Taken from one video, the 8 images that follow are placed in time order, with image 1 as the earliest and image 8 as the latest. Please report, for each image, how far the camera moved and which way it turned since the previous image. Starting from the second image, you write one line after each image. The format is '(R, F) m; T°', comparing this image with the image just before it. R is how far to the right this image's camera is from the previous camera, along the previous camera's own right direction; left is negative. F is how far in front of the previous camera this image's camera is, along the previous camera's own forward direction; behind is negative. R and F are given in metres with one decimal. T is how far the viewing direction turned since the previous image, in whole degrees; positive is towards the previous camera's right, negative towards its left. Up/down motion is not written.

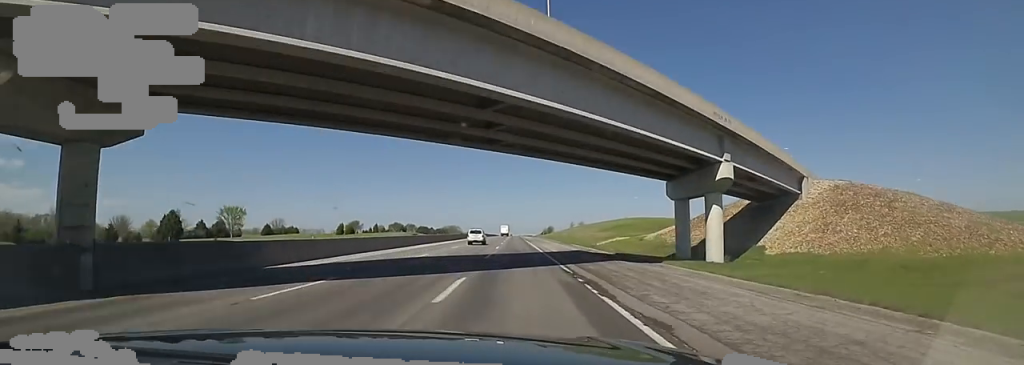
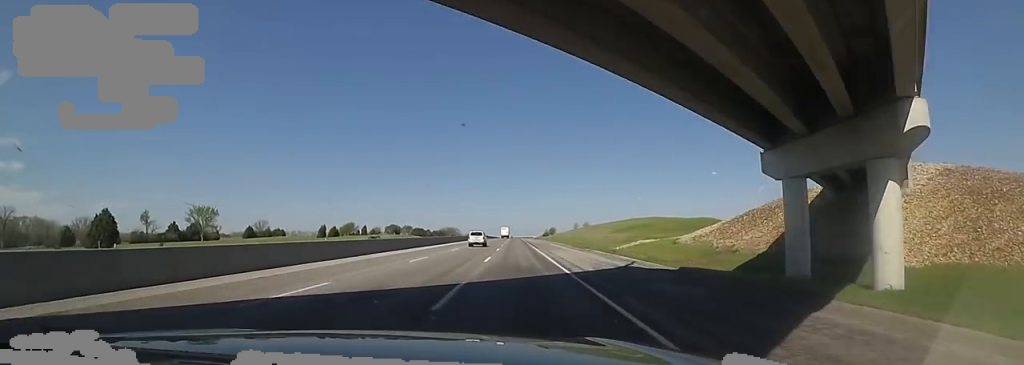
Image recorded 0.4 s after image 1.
(0.0, +15.8) m; 0°
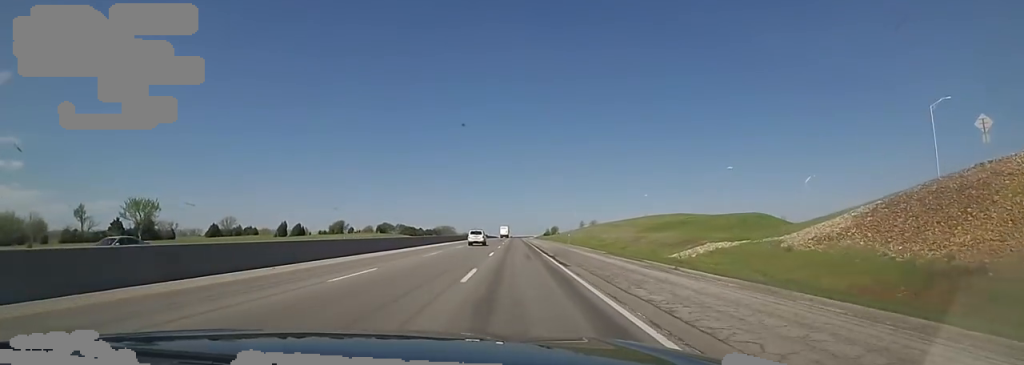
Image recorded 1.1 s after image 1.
(0.0, +25.5) m; 0°
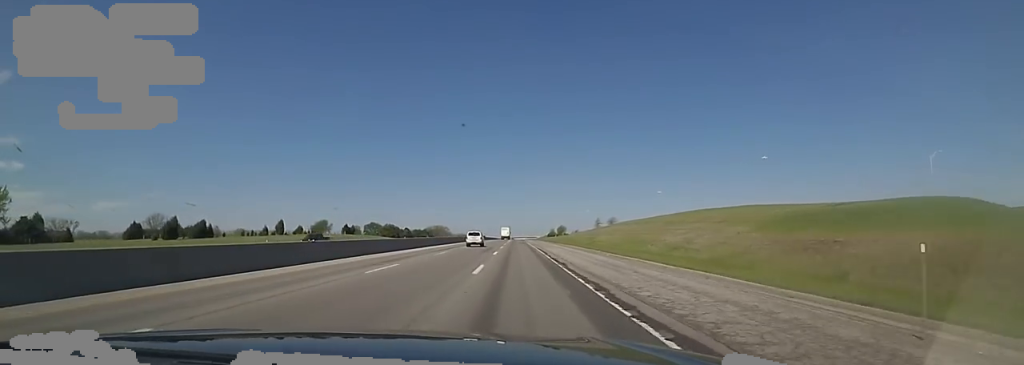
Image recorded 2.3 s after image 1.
(0.0, +42.8) m; +1°
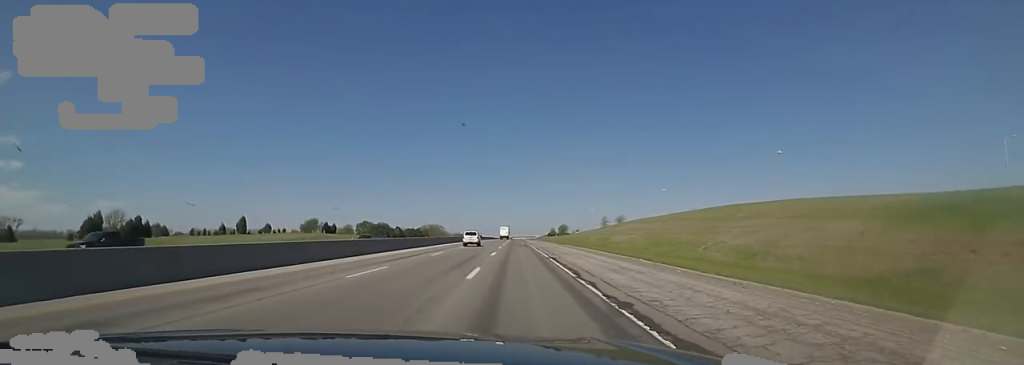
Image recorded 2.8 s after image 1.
(-0.3, +17.2) m; +1°
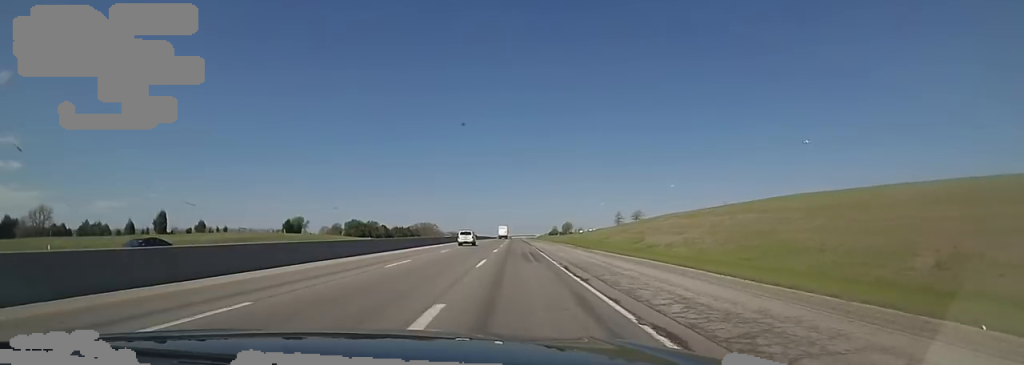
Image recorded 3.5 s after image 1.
(+1.0, +25.7) m; 0°
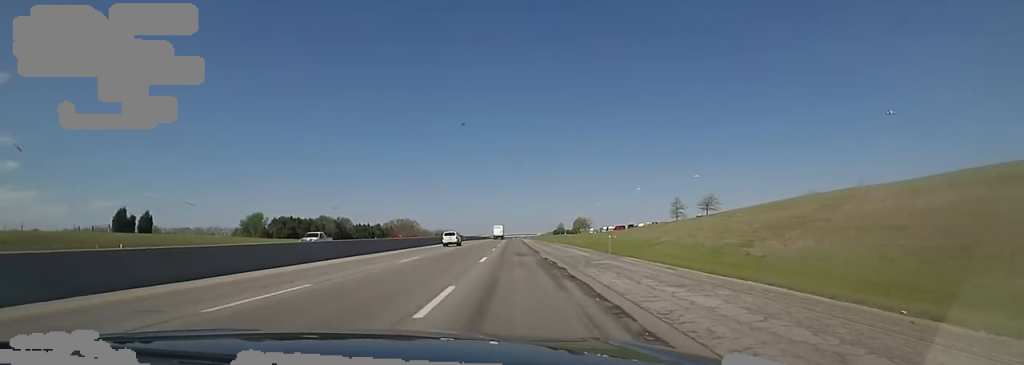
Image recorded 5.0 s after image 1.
(-1.3, +57.5) m; -2°
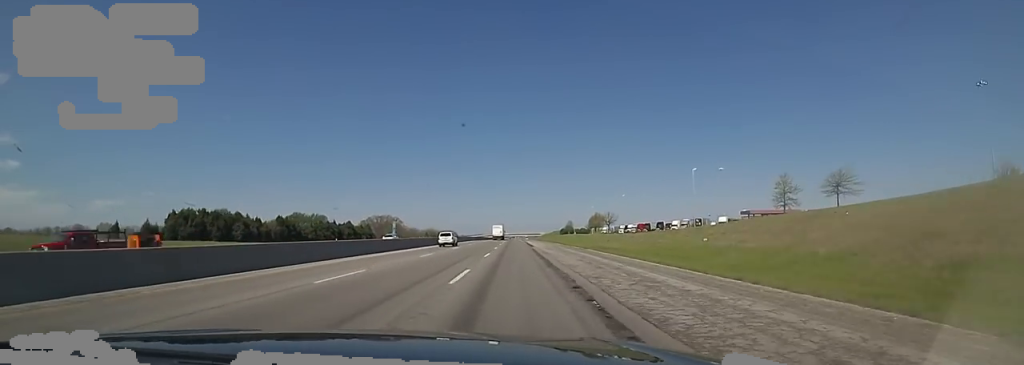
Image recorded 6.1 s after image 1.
(0.0, +40.5) m; 0°
